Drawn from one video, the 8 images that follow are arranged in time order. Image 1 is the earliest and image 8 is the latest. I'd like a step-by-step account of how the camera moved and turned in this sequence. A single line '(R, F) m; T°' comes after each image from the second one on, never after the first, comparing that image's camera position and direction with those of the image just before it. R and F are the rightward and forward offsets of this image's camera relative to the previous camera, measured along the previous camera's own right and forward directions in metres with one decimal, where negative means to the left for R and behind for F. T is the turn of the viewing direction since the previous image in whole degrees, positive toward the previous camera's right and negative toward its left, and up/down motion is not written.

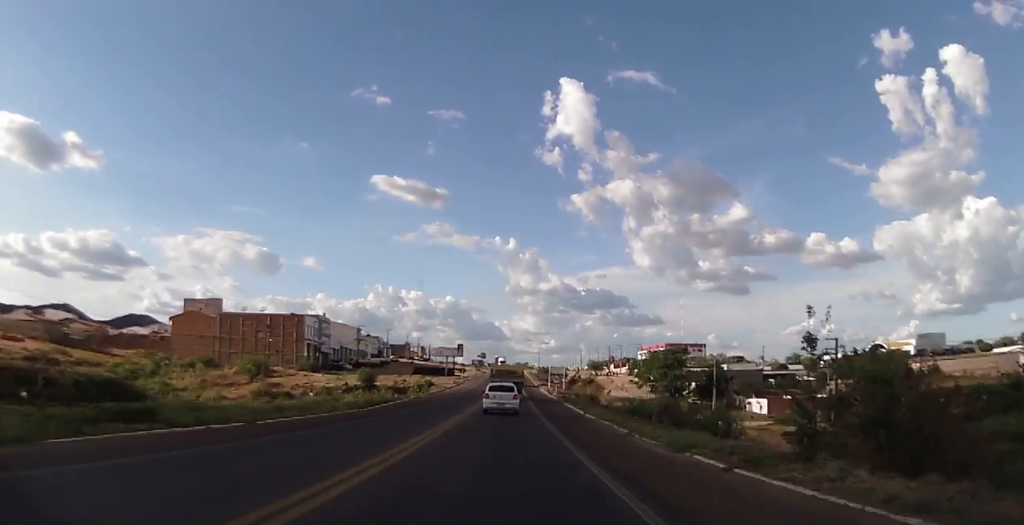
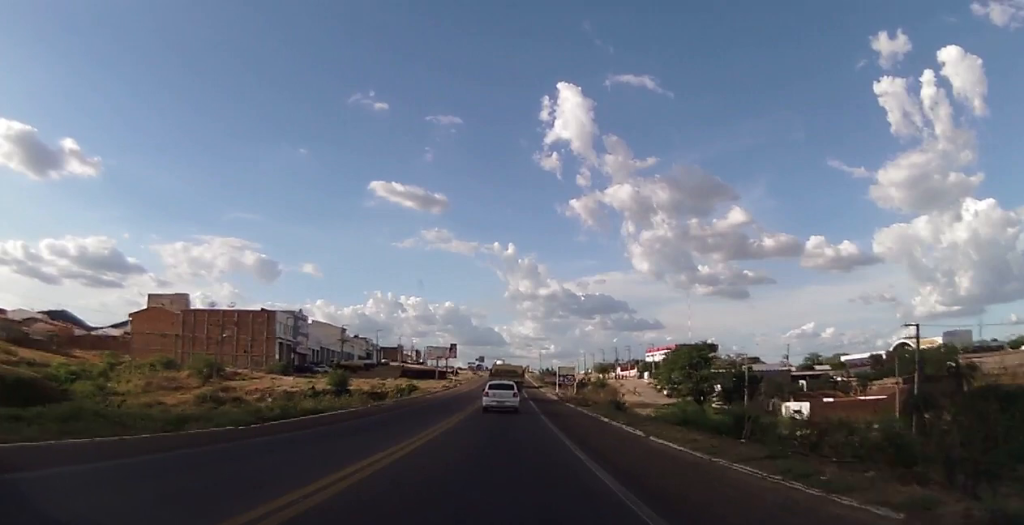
(+0.1, +17.8) m; +1°
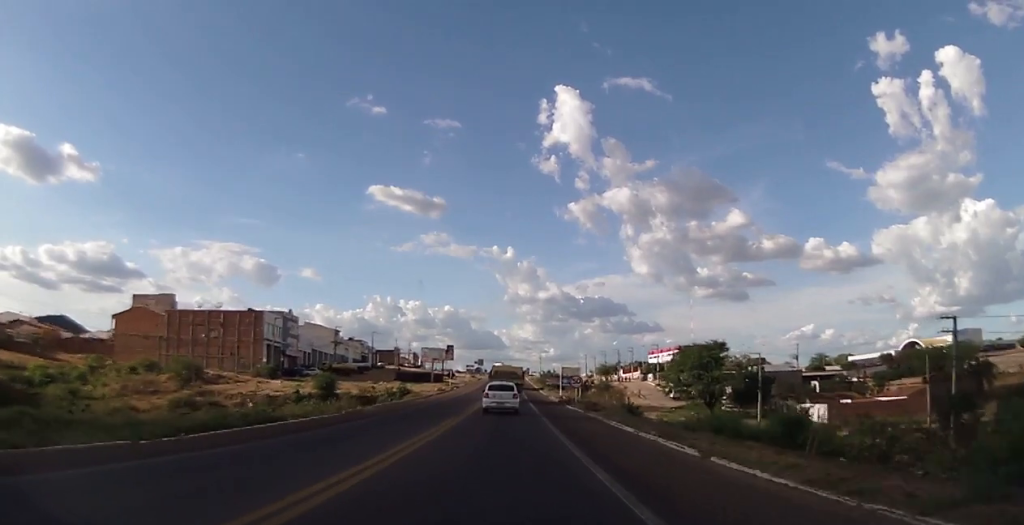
(0.0, +6.3) m; 0°
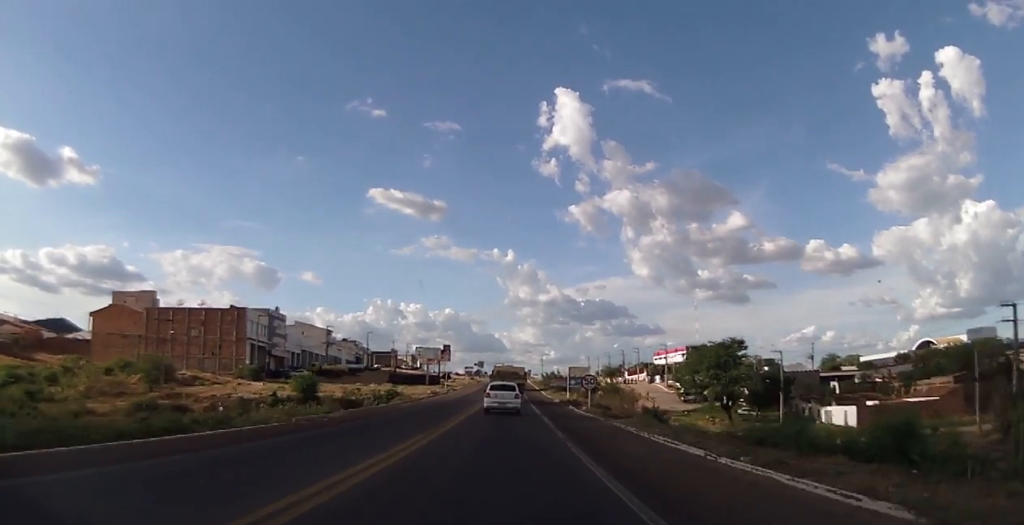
(0.0, +8.4) m; 0°
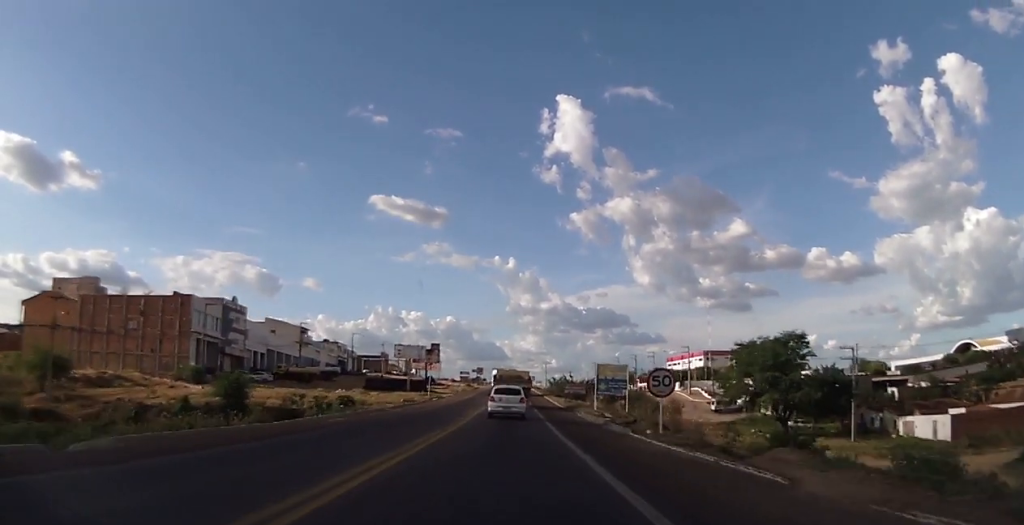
(-0.2, +21.3) m; -1°
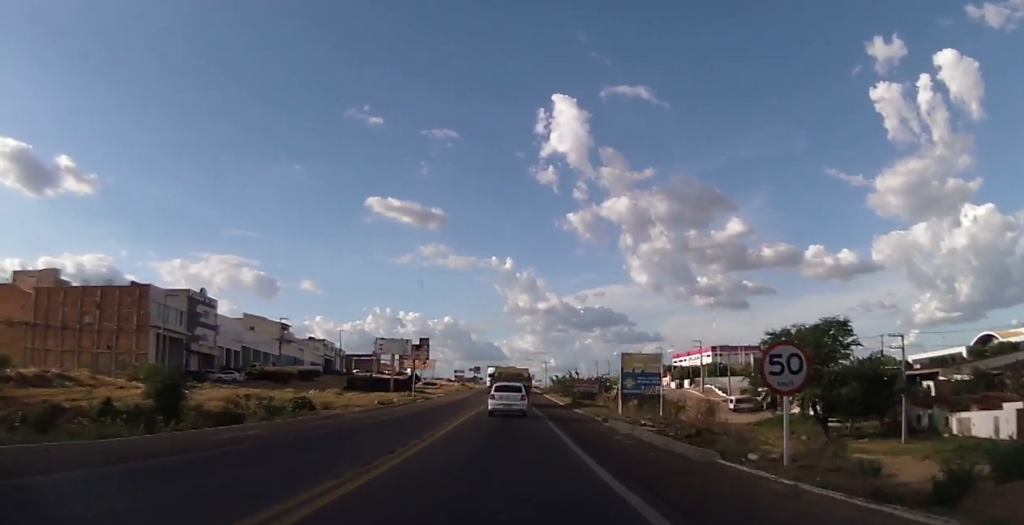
(0.0, +11.2) m; 0°
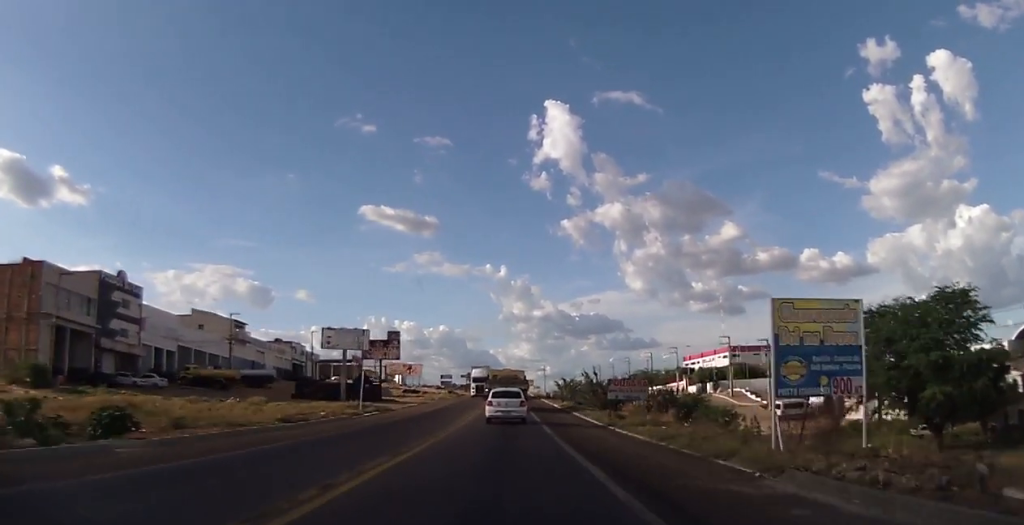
(0.0, +21.5) m; 0°
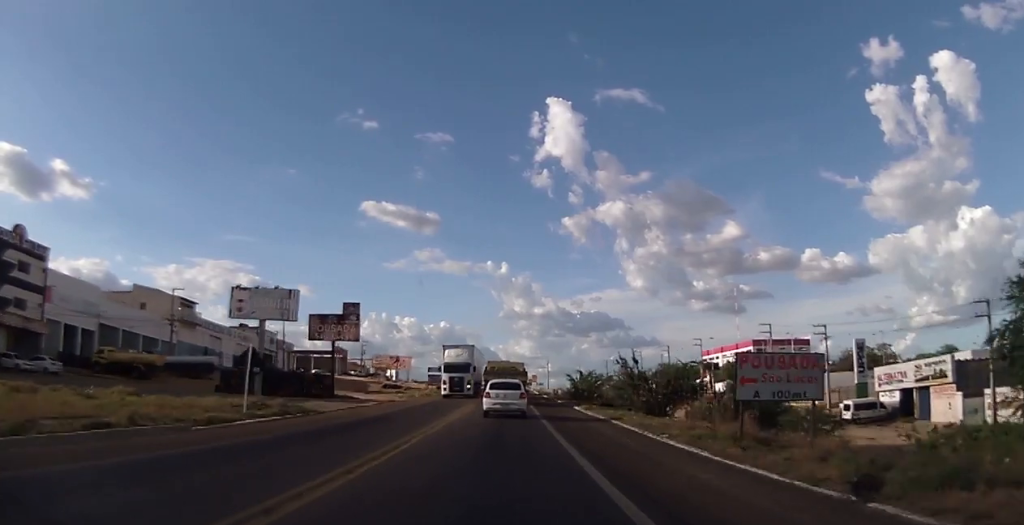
(+0.3, +19.9) m; +1°
